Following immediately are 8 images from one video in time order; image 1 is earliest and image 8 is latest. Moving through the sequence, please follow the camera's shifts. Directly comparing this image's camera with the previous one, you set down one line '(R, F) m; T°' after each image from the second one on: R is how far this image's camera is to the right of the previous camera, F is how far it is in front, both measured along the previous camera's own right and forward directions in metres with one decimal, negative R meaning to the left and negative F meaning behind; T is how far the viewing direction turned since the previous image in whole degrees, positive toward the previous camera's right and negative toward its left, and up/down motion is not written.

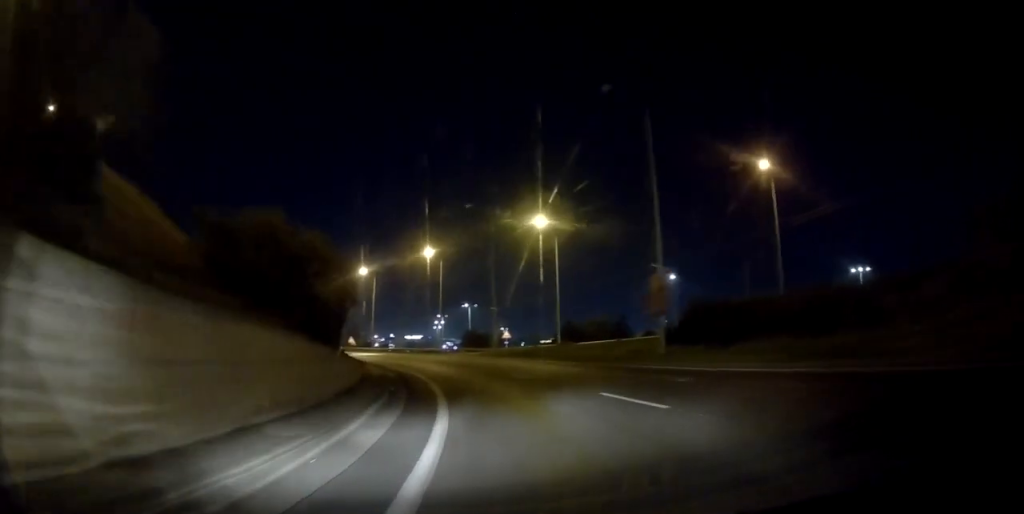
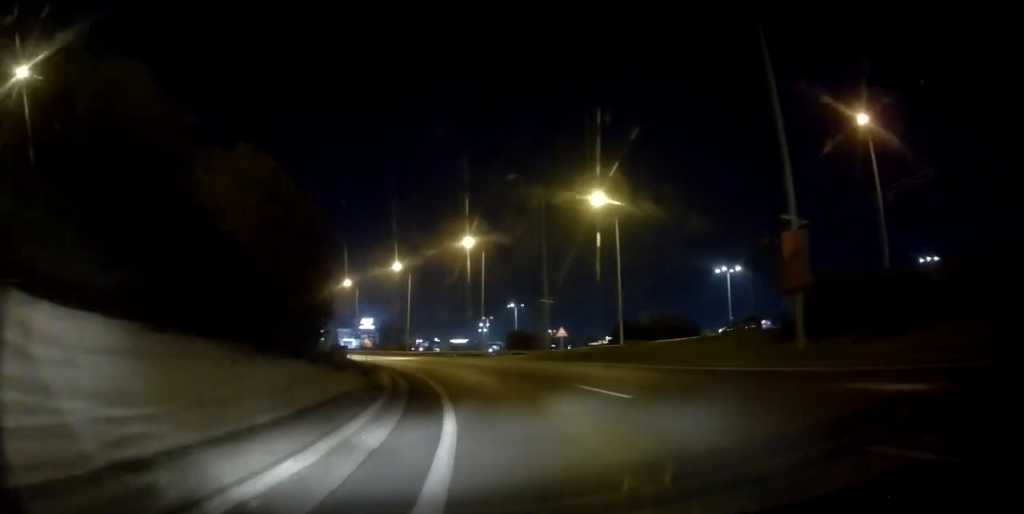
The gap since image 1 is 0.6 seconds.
(+0.2, +10.8) m; -3°
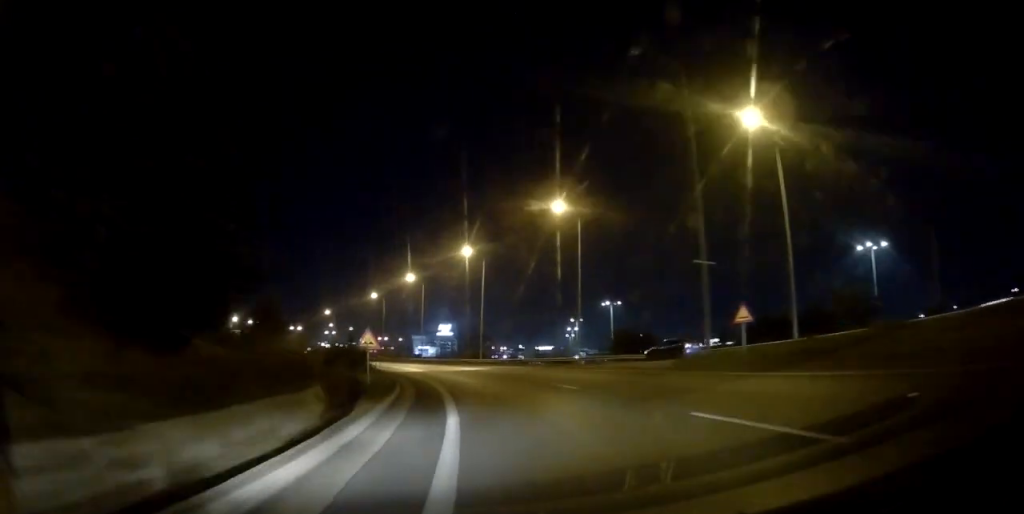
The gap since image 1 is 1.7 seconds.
(-1.8, +19.5) m; -10°
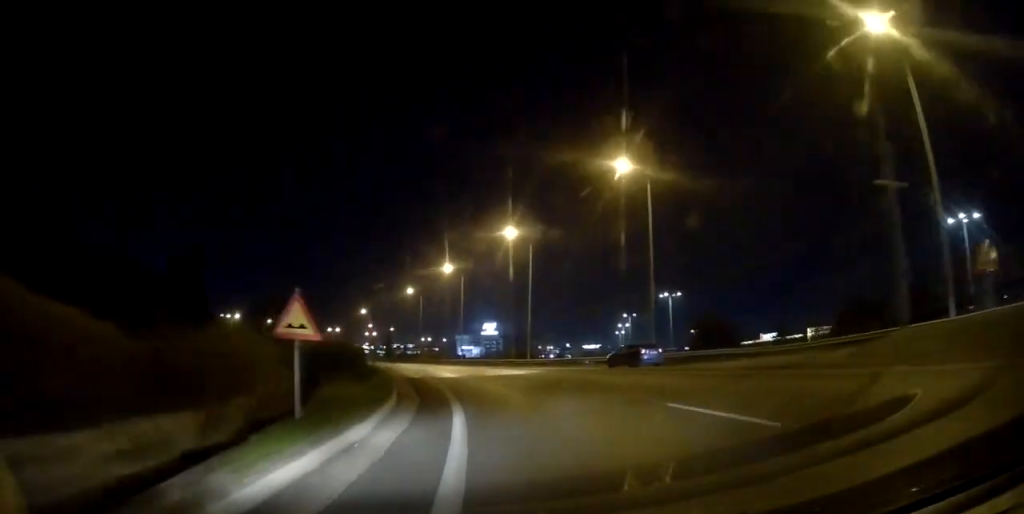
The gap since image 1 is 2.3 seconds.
(-0.8, +10.9) m; -3°
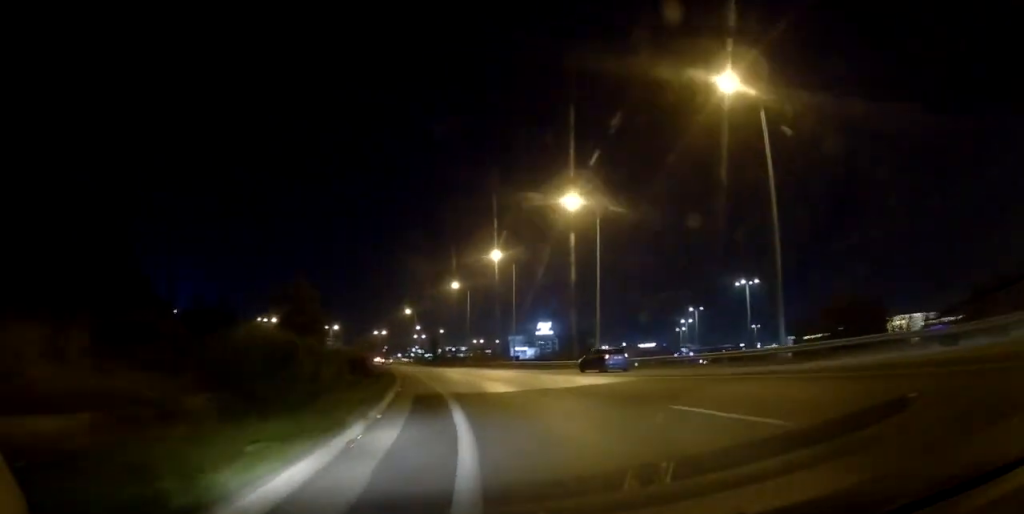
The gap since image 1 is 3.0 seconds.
(-0.3, +13.0) m; -3°
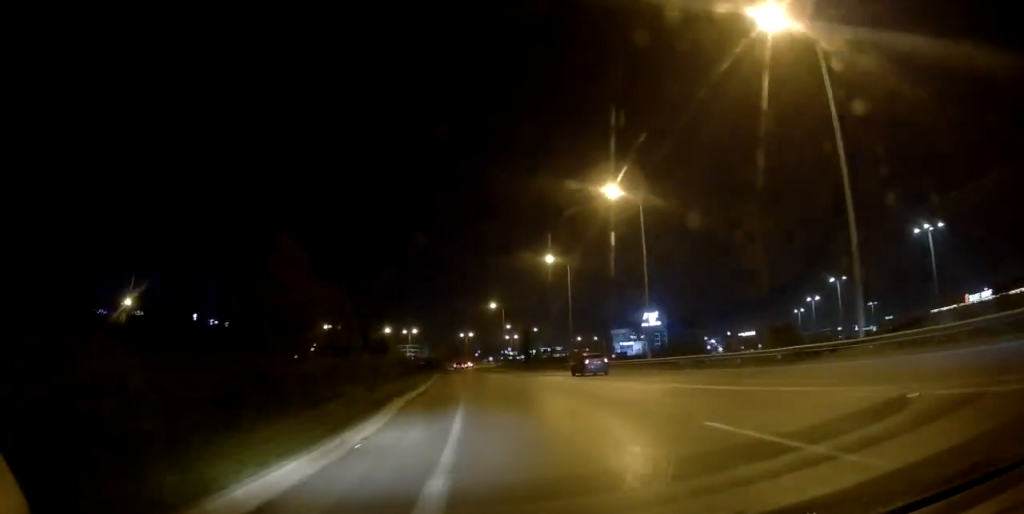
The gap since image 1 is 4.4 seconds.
(-1.7, +27.4) m; -8°
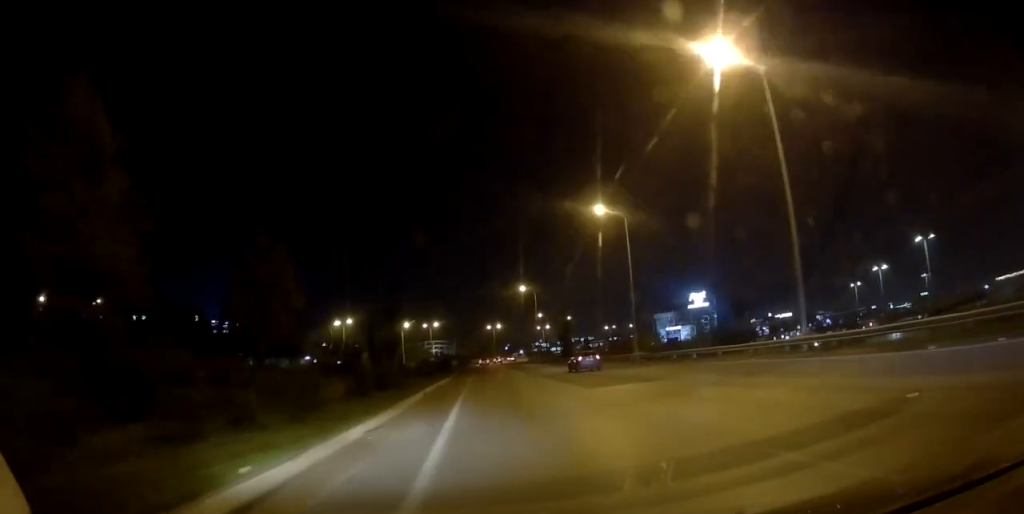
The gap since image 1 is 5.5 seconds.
(-0.8, +20.7) m; -2°
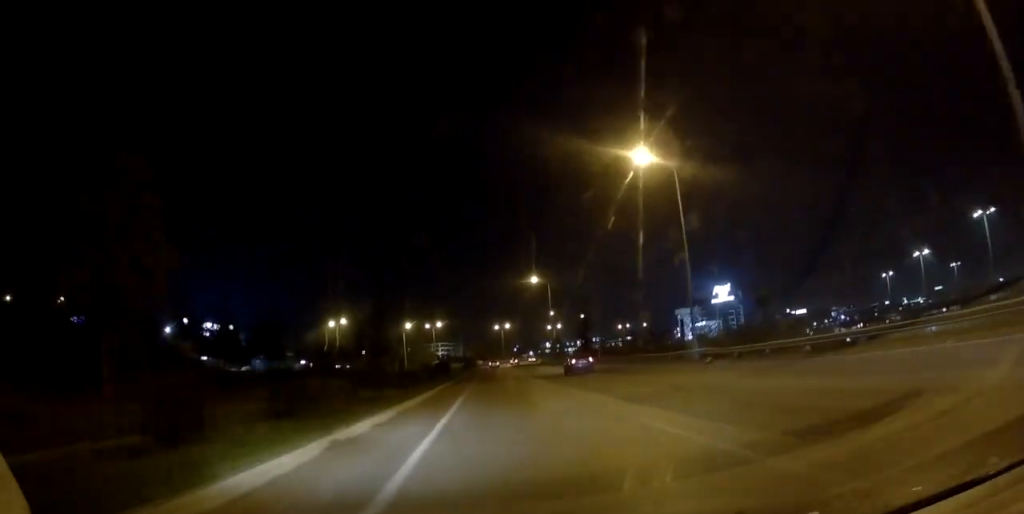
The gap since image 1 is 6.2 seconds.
(0.0, +14.9) m; 0°
